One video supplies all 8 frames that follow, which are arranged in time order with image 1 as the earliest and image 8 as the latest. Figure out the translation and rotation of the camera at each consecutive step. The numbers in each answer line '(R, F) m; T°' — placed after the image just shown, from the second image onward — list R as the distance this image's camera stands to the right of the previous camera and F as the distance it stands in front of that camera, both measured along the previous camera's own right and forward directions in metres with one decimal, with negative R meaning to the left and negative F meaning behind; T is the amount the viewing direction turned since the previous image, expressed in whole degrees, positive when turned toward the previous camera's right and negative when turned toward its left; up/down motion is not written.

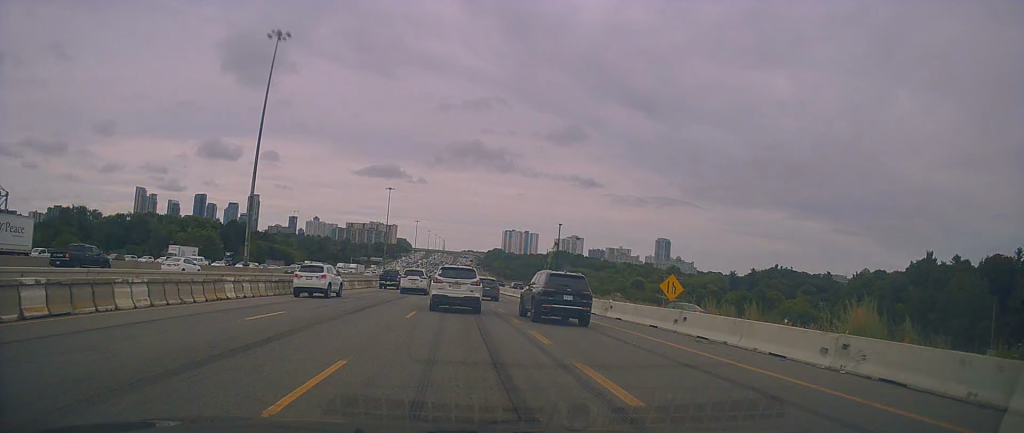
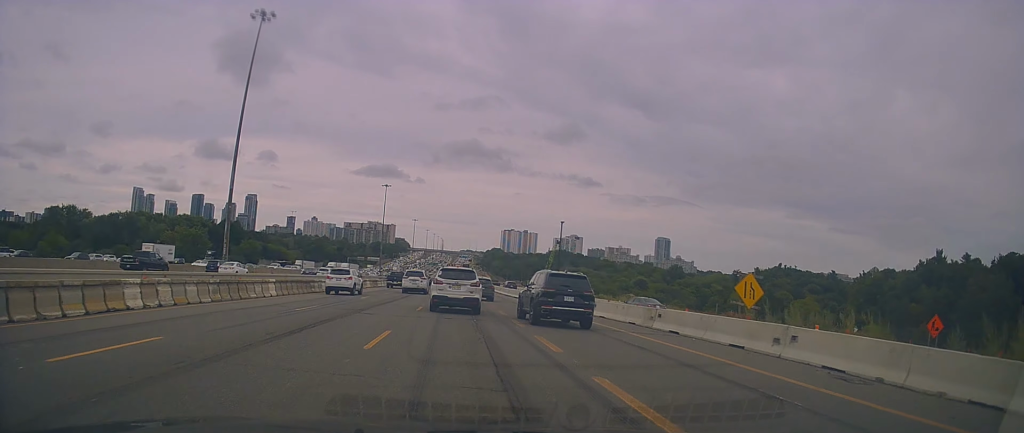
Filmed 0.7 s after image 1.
(-0.1, +7.4) m; 0°
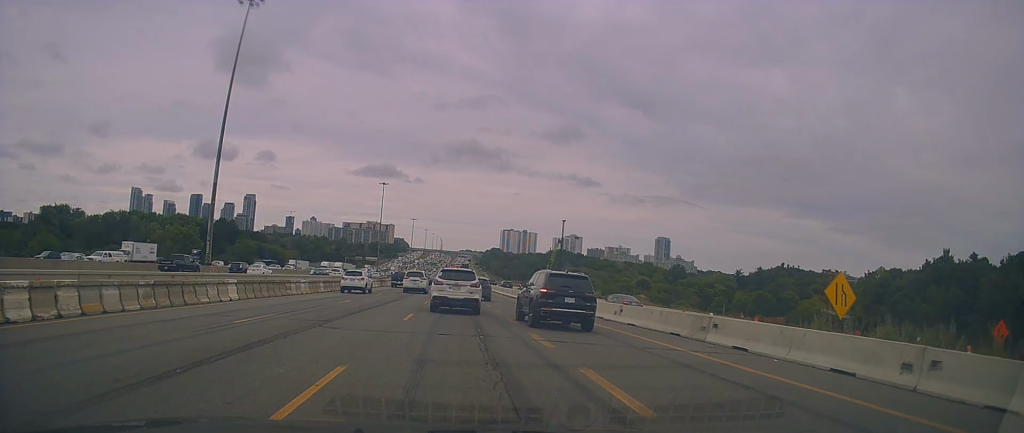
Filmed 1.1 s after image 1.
(0.0, +5.1) m; +1°
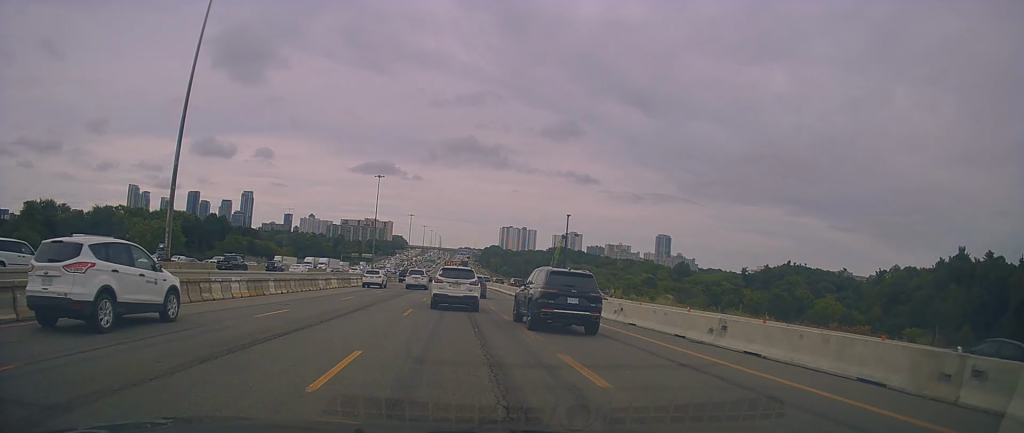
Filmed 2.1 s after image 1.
(+0.1, +10.6) m; +3°
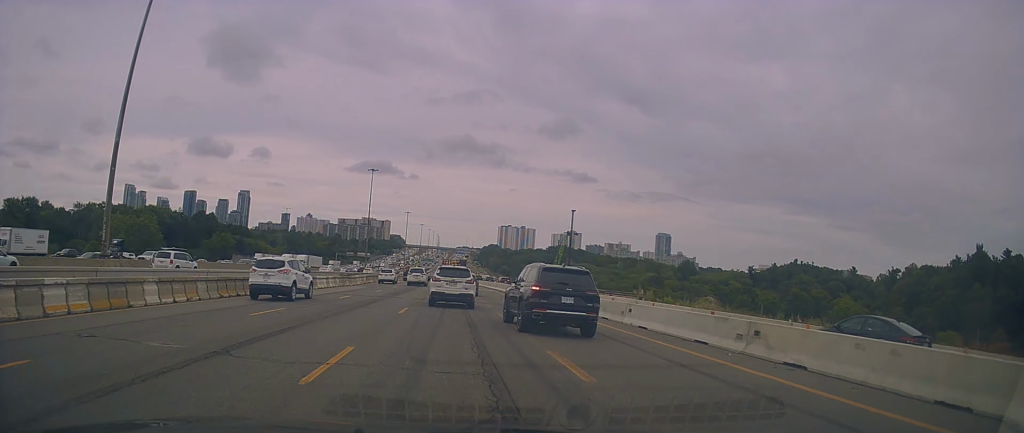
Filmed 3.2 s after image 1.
(+0.5, +12.0) m; +1°
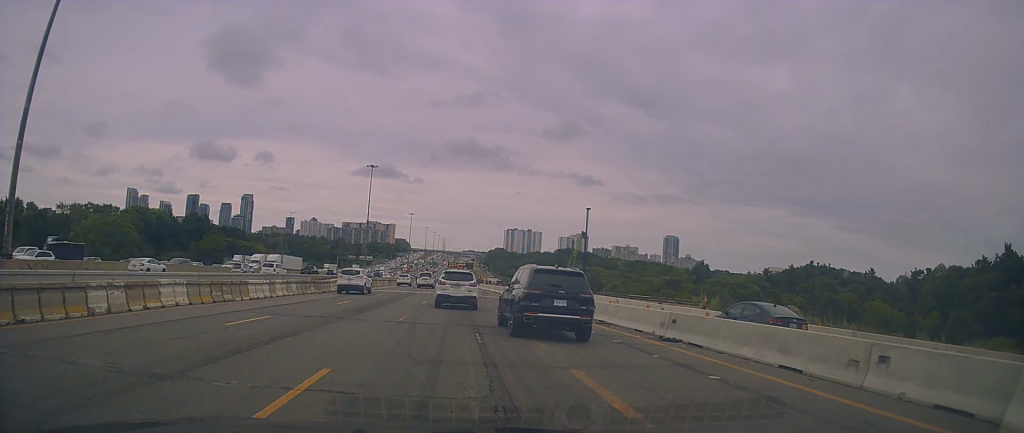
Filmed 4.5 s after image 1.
(-0.4, +13.8) m; -4°
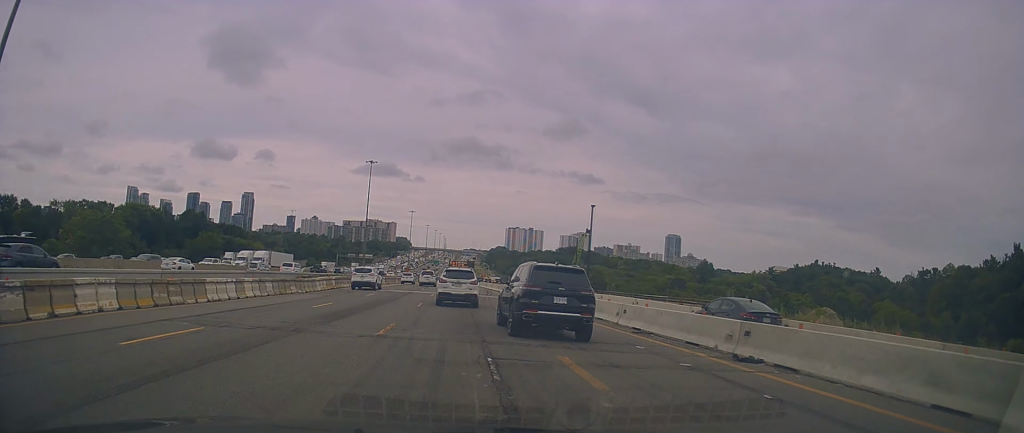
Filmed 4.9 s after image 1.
(-0.1, +4.2) m; -1°
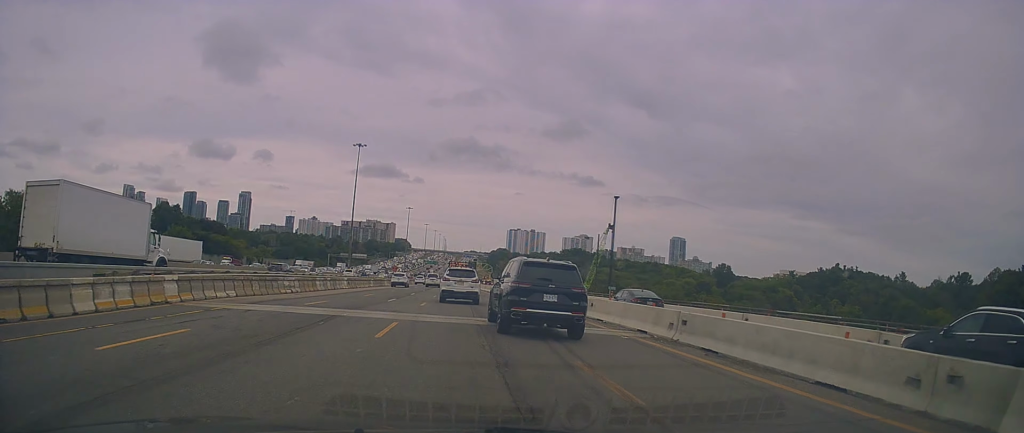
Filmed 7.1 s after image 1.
(+0.1, +24.5) m; 0°
